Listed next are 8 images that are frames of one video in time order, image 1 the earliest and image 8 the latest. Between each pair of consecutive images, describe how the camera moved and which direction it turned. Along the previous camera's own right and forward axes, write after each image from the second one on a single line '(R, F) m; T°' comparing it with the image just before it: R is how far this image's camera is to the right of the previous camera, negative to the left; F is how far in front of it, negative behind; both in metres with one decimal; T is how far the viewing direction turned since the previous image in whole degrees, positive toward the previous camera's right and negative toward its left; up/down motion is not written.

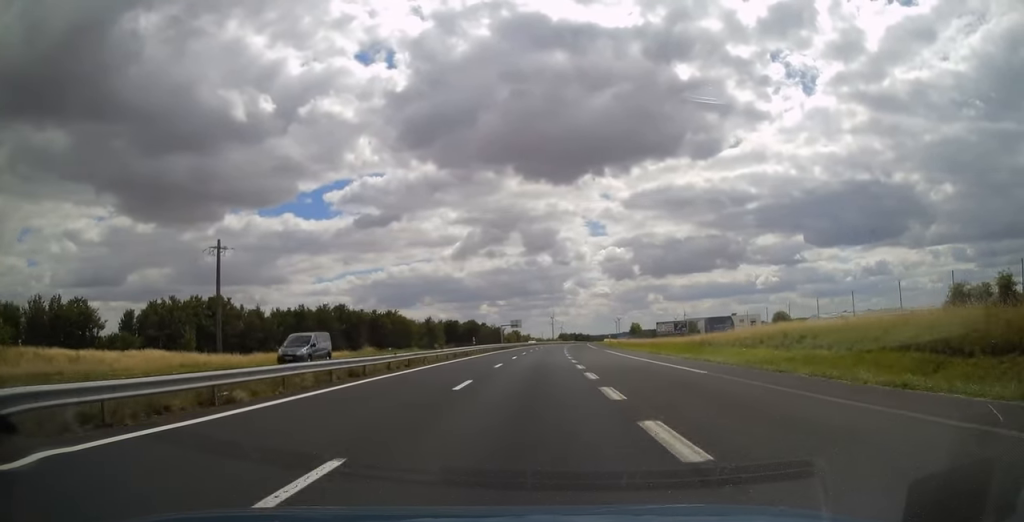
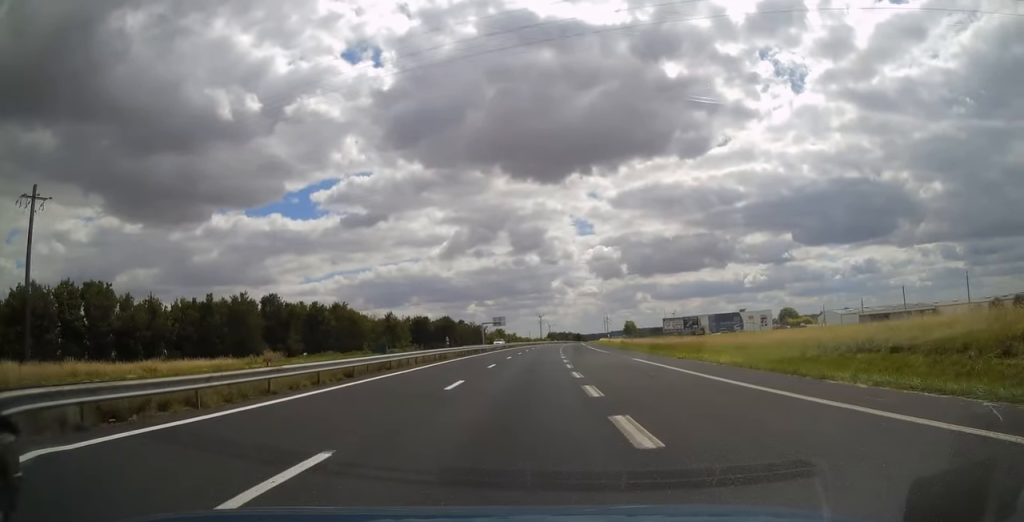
(+0.2, +24.1) m; +1°
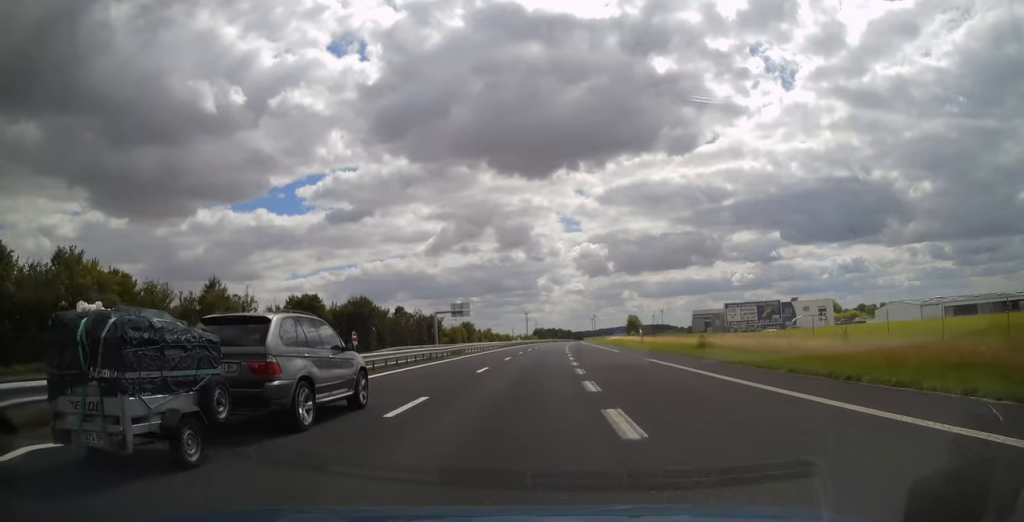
(+1.0, +55.5) m; +1°
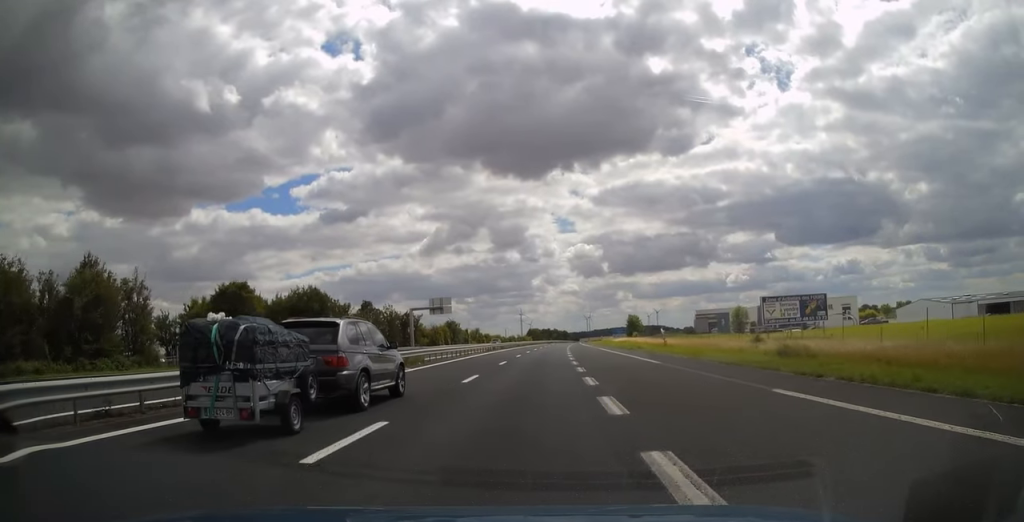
(0.0, +16.3) m; 0°
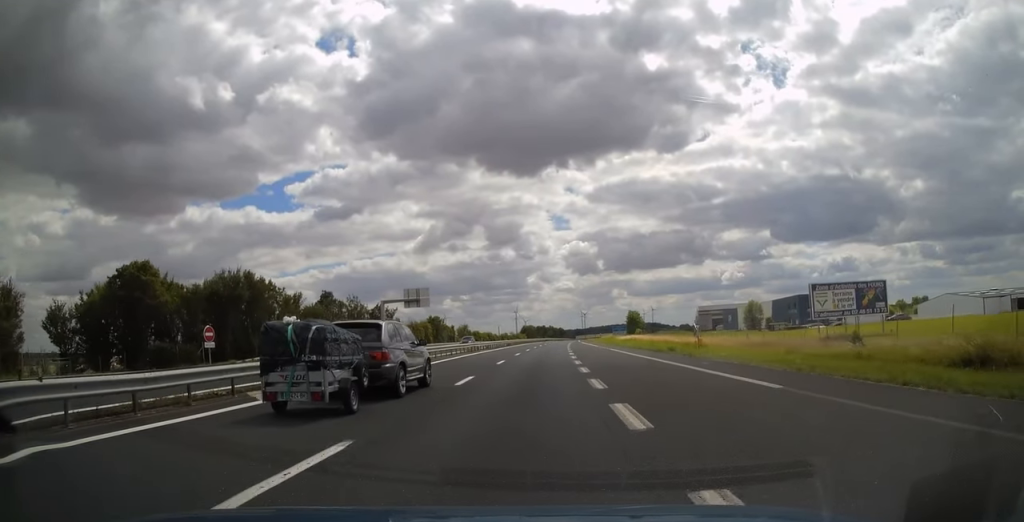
(0.0, +14.3) m; 0°
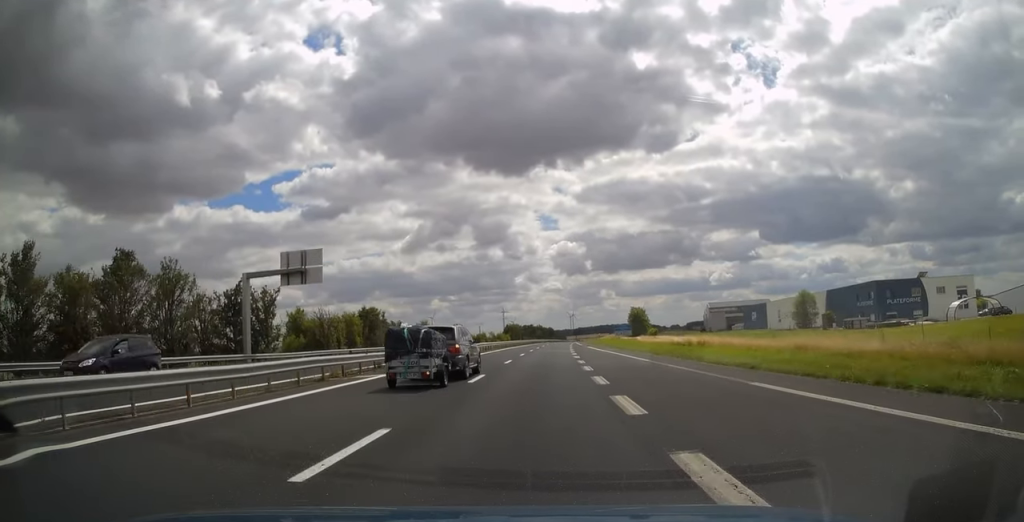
(+0.3, +36.0) m; +1°
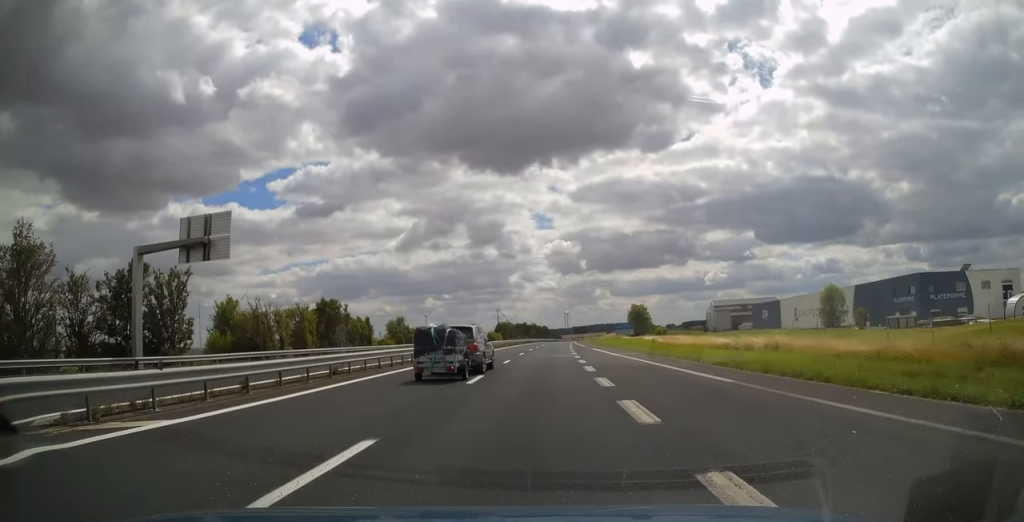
(+0.1, +13.3) m; 0°
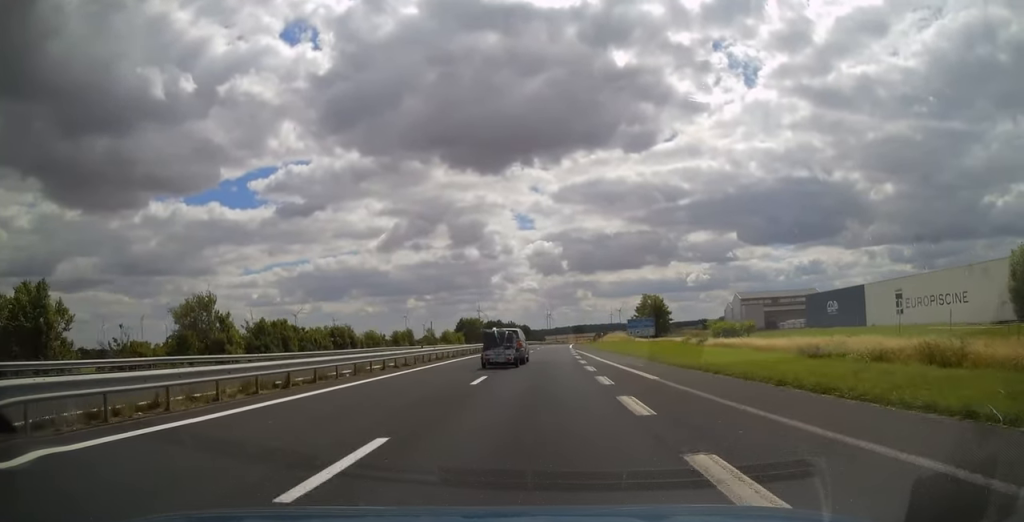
(+0.9, +49.2) m; +2°
